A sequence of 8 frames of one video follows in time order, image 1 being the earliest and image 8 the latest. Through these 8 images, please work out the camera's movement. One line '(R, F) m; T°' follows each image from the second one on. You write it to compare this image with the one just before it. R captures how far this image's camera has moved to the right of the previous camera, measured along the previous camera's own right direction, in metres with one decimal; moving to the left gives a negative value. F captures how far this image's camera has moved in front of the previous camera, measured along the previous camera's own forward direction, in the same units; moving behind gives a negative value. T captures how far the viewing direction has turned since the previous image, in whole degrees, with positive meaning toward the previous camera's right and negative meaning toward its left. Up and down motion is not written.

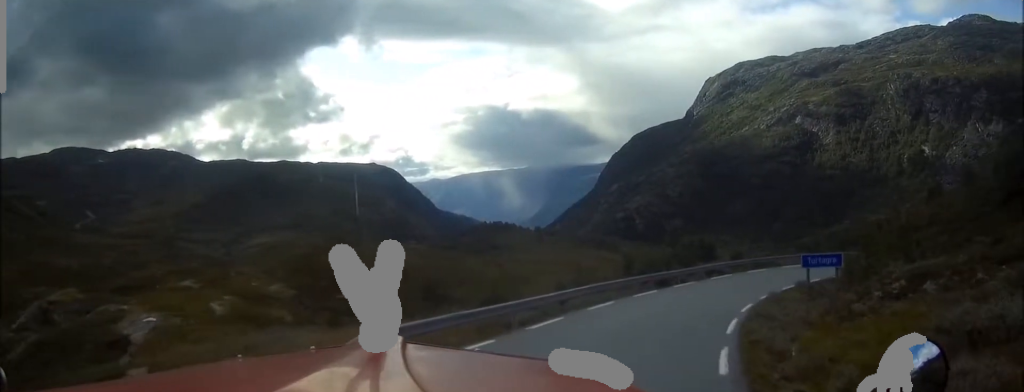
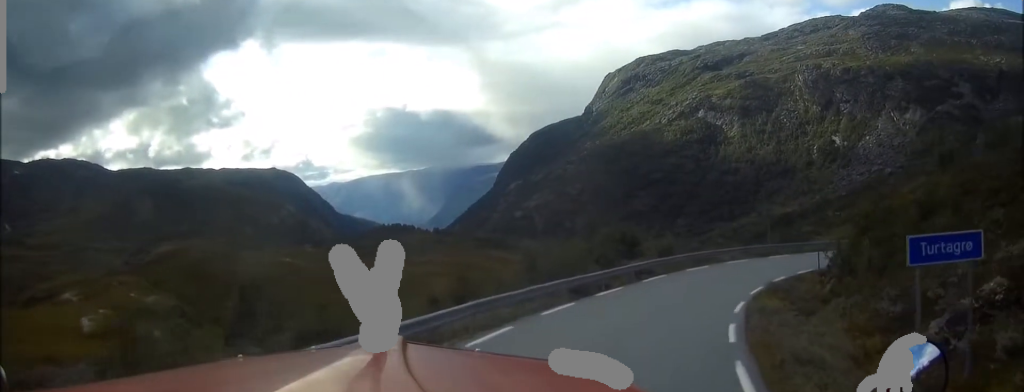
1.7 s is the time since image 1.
(-0.4, +10.7) m; 0°
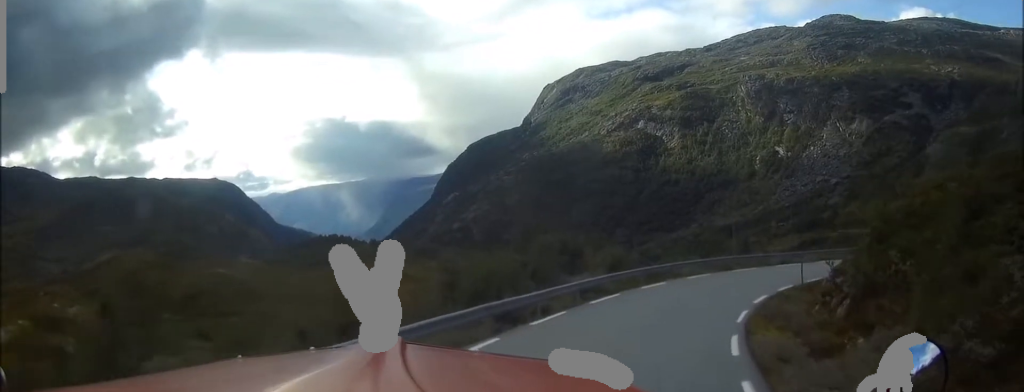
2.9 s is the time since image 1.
(+0.4, +7.2) m; +4°
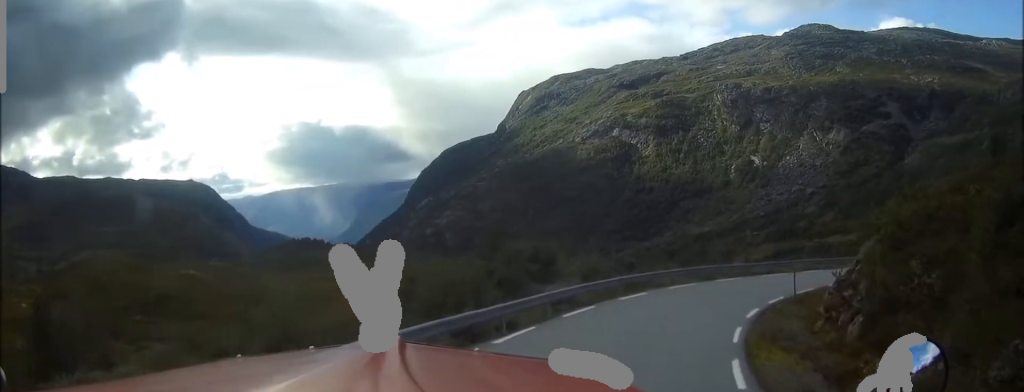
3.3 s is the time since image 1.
(0.0, +3.0) m; +2°
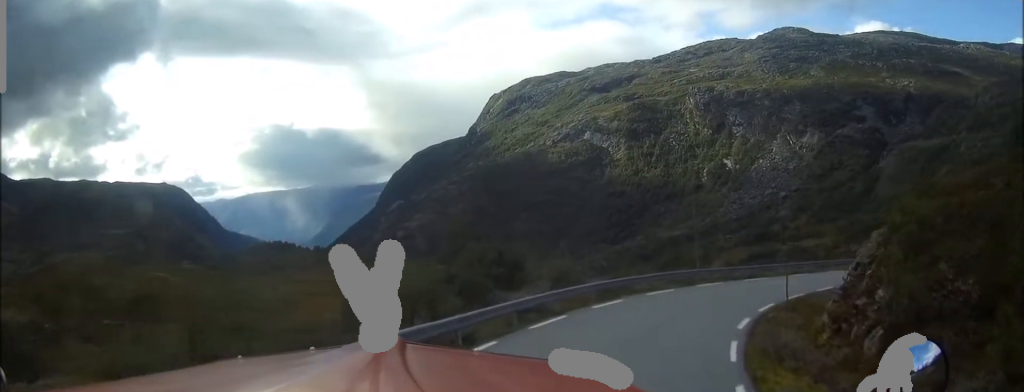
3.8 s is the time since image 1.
(-0.1, +3.0) m; +2°
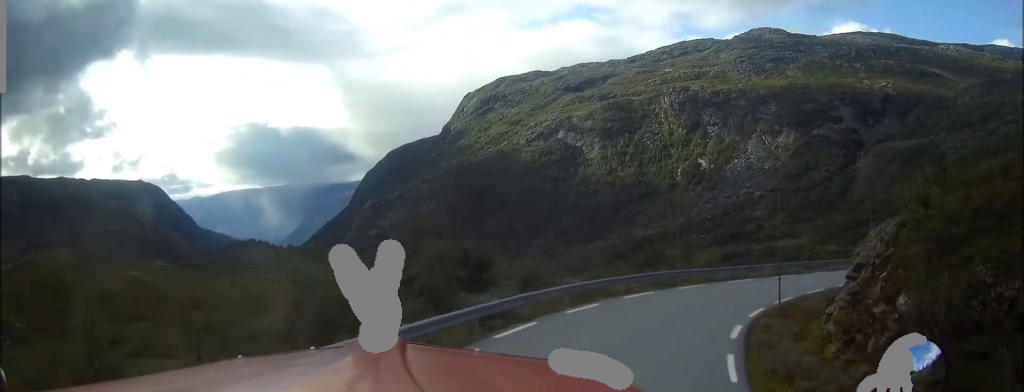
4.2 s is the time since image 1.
(+0.1, +2.5) m; +3°
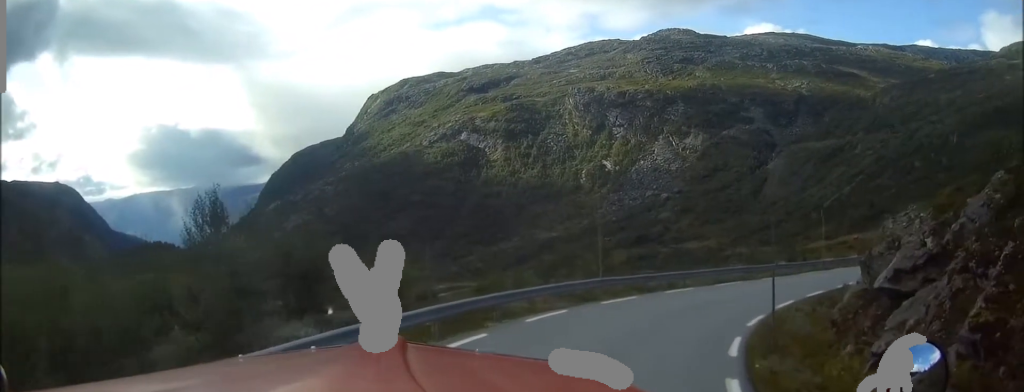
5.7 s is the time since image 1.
(+0.8, +9.2) m; +8°
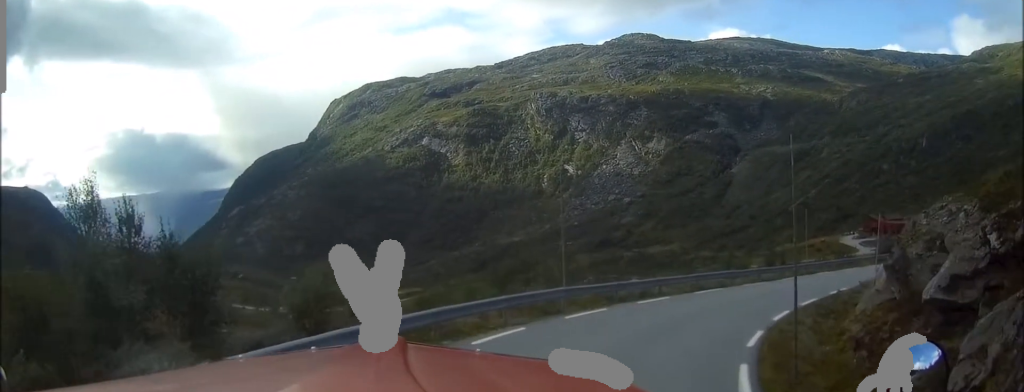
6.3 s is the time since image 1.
(+0.1, +3.8) m; +3°
